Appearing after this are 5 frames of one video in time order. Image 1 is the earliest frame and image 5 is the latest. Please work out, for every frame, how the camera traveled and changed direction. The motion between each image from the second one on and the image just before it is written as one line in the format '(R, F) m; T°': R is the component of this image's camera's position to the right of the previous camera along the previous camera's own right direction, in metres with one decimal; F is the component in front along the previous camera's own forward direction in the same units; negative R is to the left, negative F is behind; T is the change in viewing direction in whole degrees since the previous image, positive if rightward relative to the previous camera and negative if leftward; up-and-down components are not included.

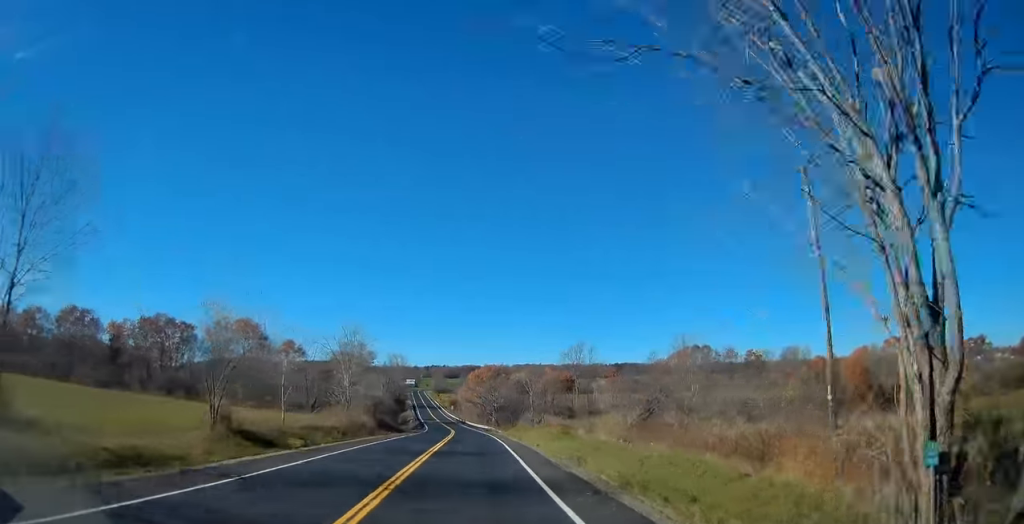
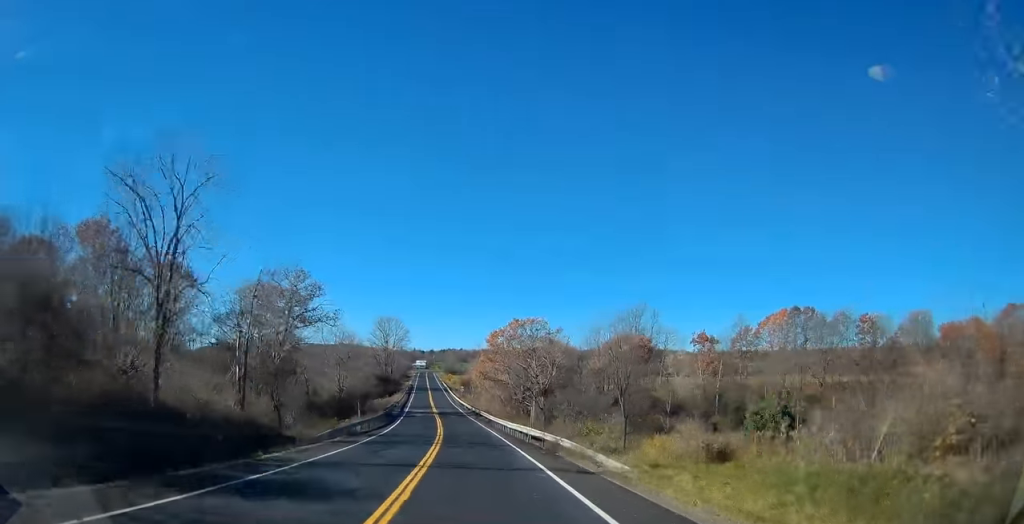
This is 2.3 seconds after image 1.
(-0.8, +56.8) m; -3°
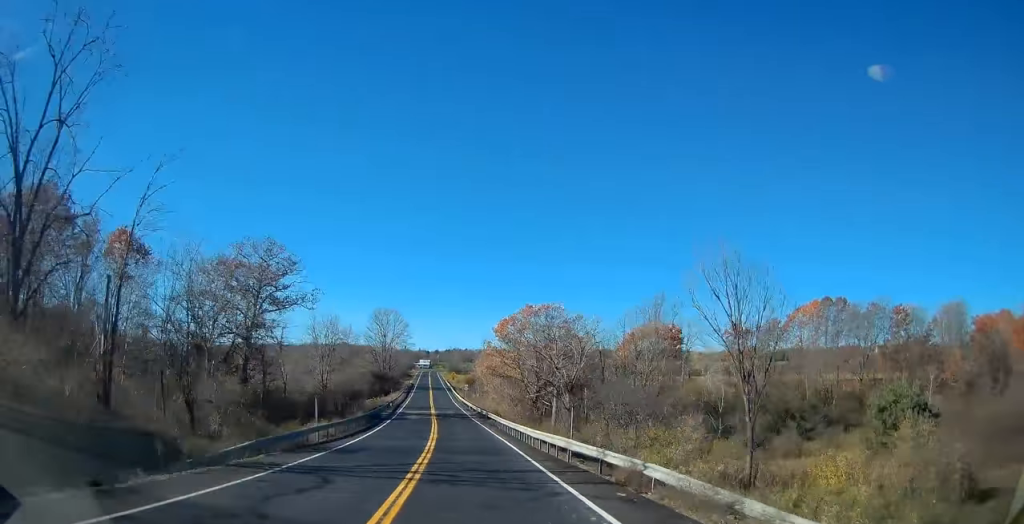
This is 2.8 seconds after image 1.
(-0.1, +12.6) m; -1°
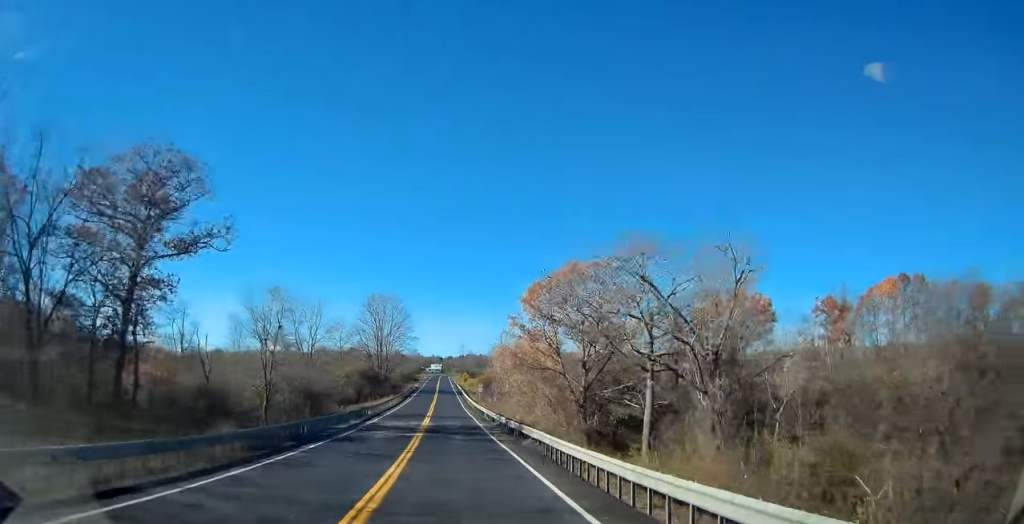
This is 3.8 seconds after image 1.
(-0.5, +25.2) m; -2°
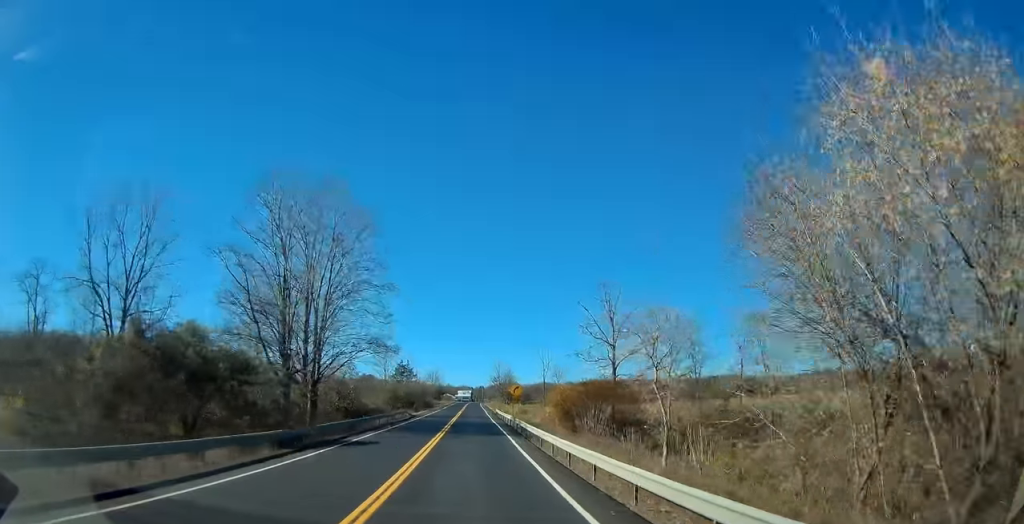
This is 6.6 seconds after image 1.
(-1.4, +72.2) m; -1°
